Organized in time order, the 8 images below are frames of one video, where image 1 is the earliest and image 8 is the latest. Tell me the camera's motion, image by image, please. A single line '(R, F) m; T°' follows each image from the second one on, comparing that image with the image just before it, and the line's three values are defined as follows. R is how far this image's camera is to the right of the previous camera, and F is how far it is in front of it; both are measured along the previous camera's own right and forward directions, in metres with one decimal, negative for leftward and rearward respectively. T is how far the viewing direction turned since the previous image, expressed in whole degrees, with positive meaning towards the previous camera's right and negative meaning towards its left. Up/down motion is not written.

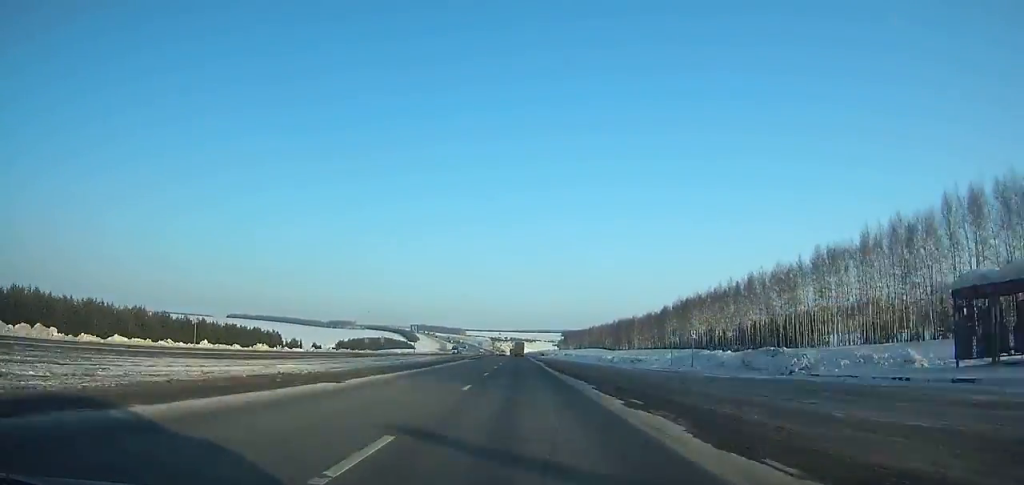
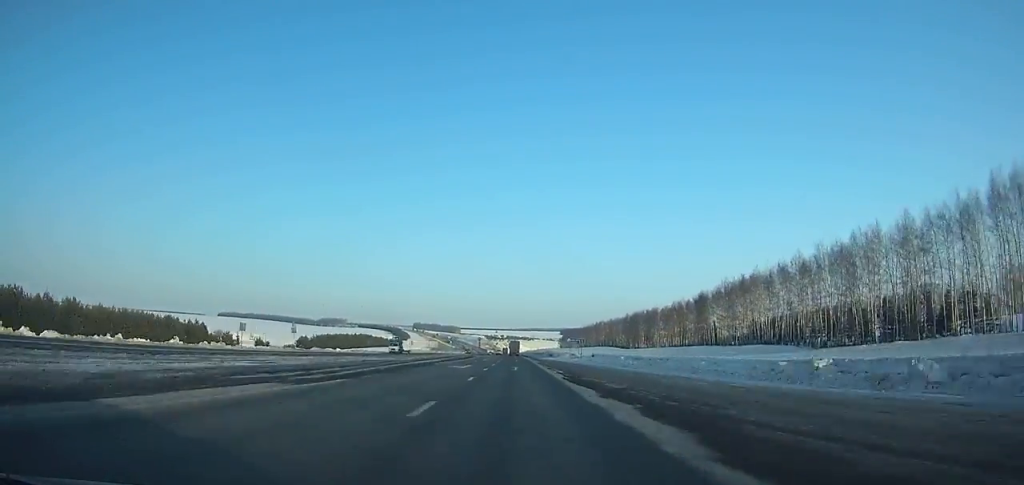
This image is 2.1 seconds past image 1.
(+0.1, +54.9) m; 0°
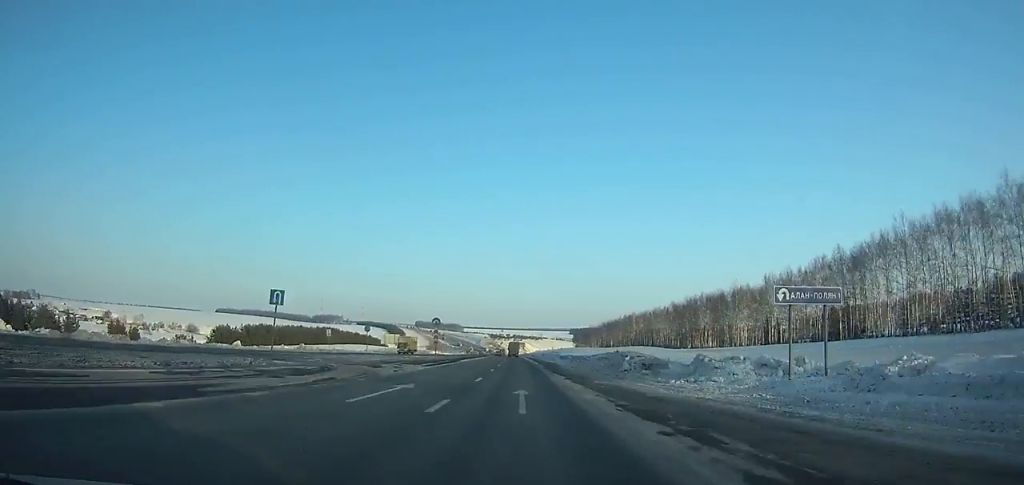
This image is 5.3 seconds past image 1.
(-0.2, +83.9) m; -1°
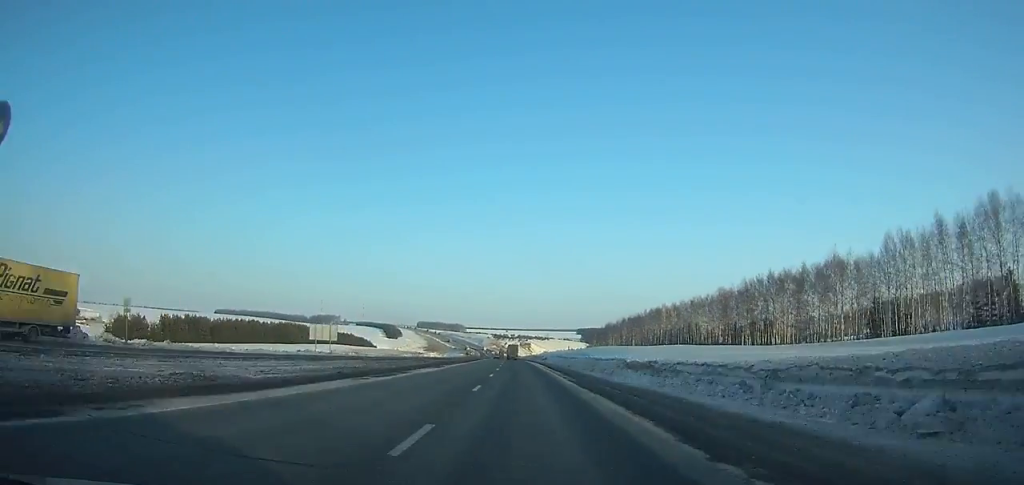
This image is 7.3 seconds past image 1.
(-0.2, +52.7) m; -1°
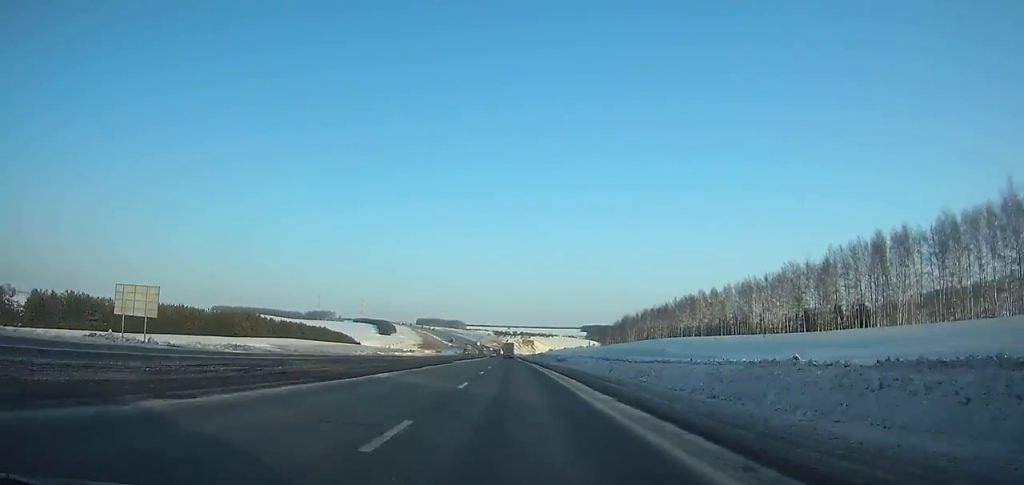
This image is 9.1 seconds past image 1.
(-0.1, +47.9) m; -1°
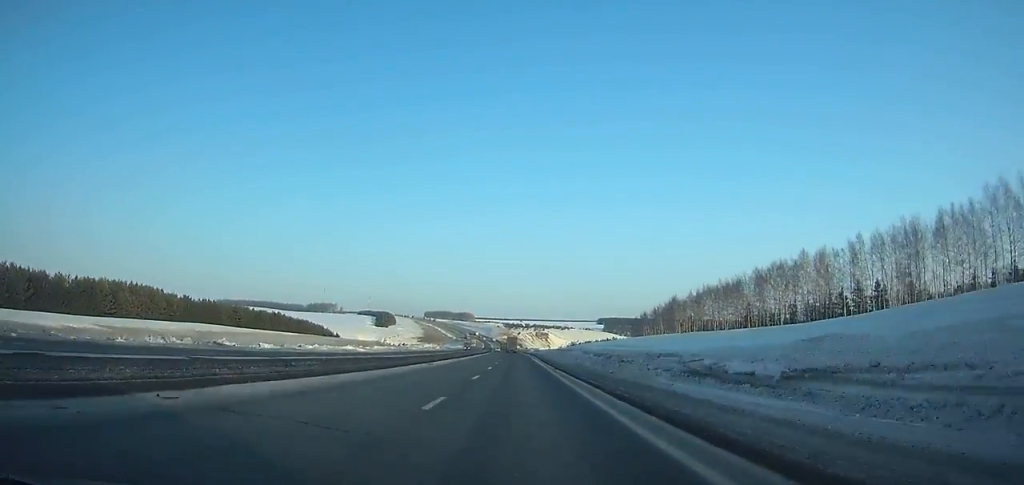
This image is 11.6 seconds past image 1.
(-0.7, +67.1) m; -1°
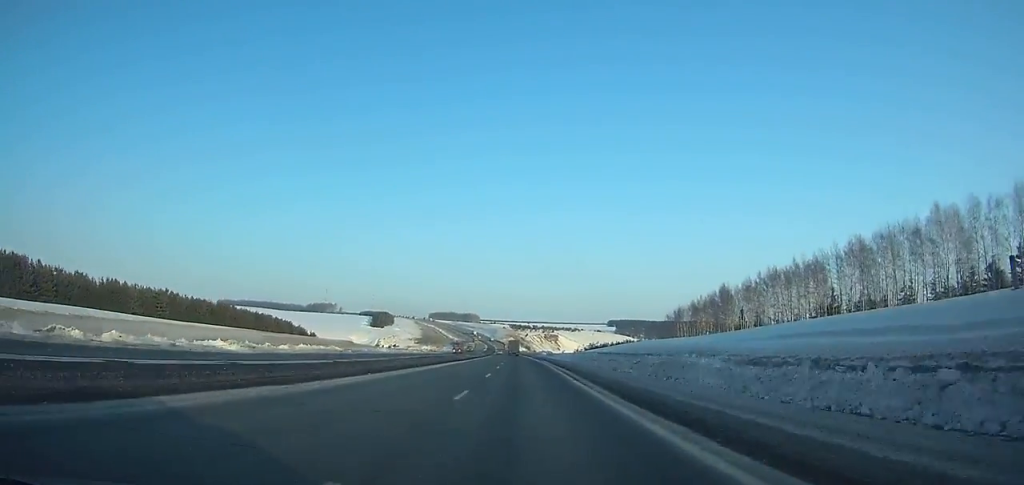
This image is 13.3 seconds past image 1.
(-0.3, +46.0) m; -1°
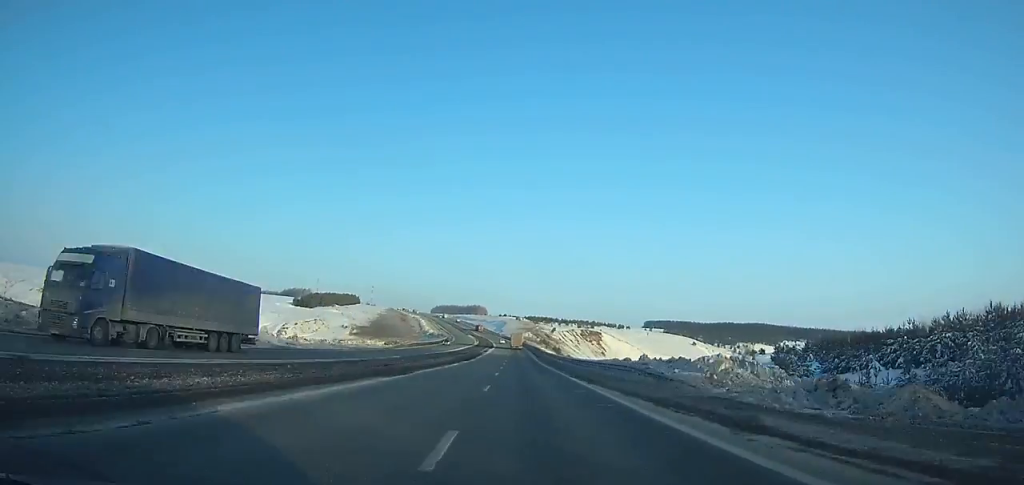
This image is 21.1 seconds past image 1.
(-4.5, +215.7) m; -2°
